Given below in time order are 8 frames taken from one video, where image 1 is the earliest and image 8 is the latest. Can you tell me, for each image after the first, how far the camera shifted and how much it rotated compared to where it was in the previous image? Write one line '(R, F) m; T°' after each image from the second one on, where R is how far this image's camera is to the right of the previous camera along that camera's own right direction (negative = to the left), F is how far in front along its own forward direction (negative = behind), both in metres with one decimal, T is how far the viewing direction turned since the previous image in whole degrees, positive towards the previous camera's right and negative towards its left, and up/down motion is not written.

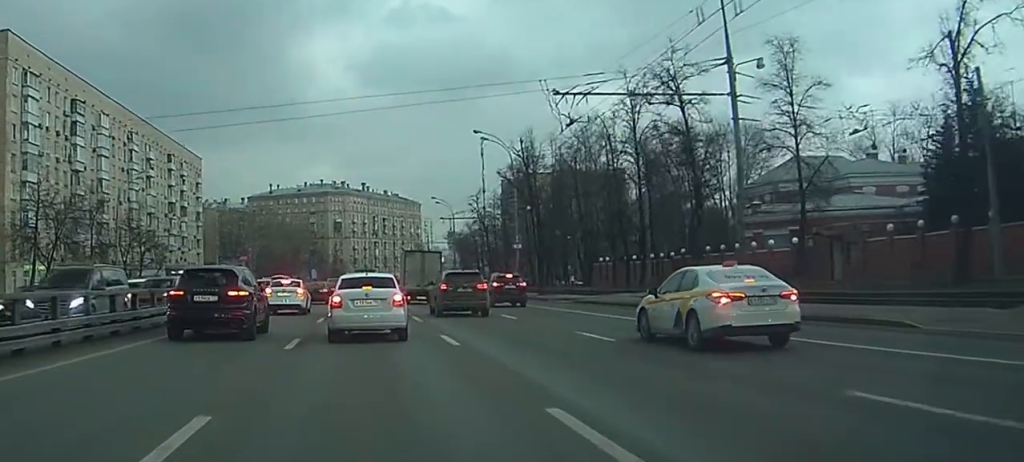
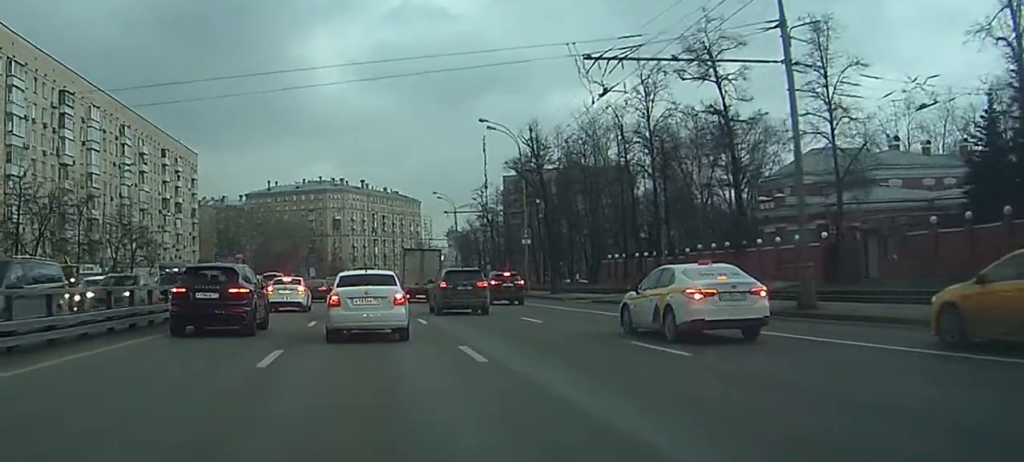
(0.0, +4.0) m; 0°
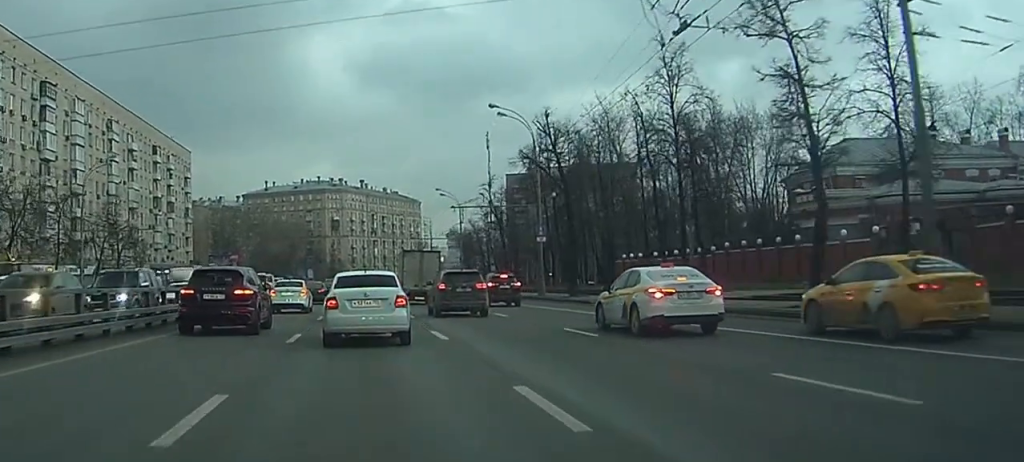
(0.0, +6.2) m; 0°
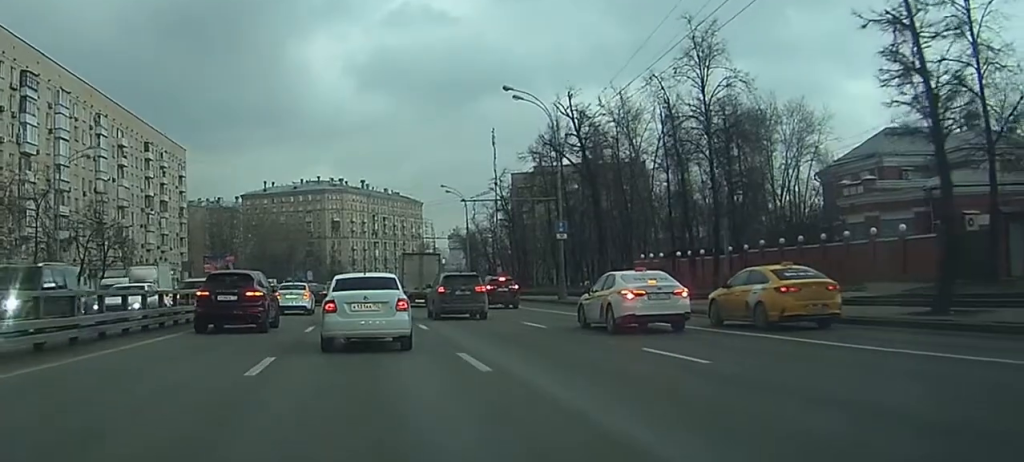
(0.0, +6.6) m; 0°
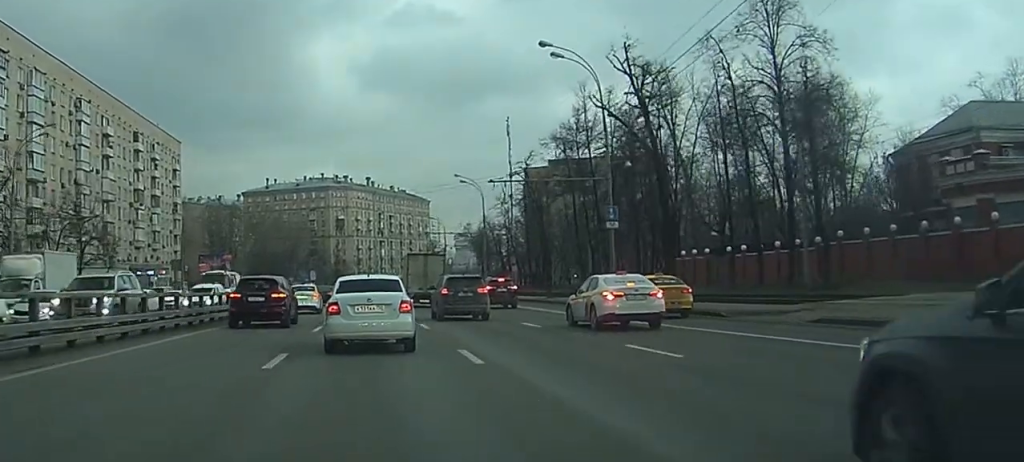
(-0.1, +11.2) m; -1°
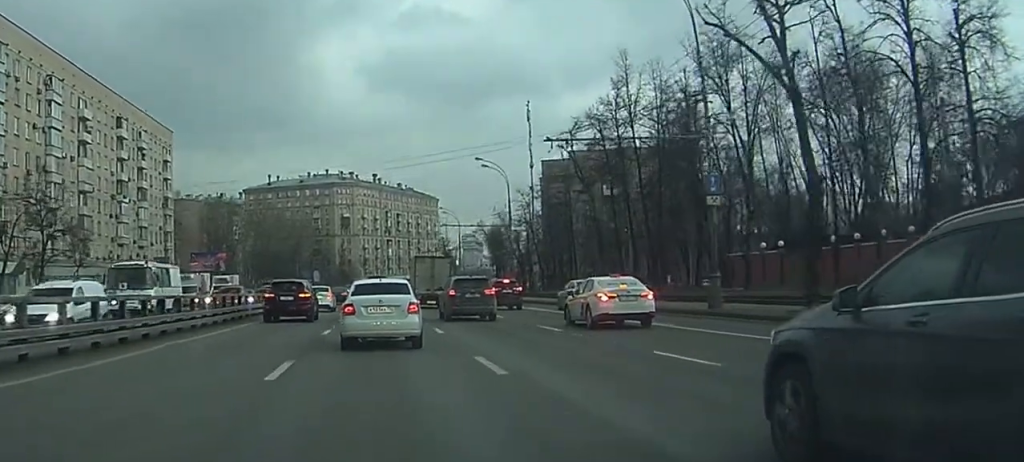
(0.0, +13.7) m; 0°
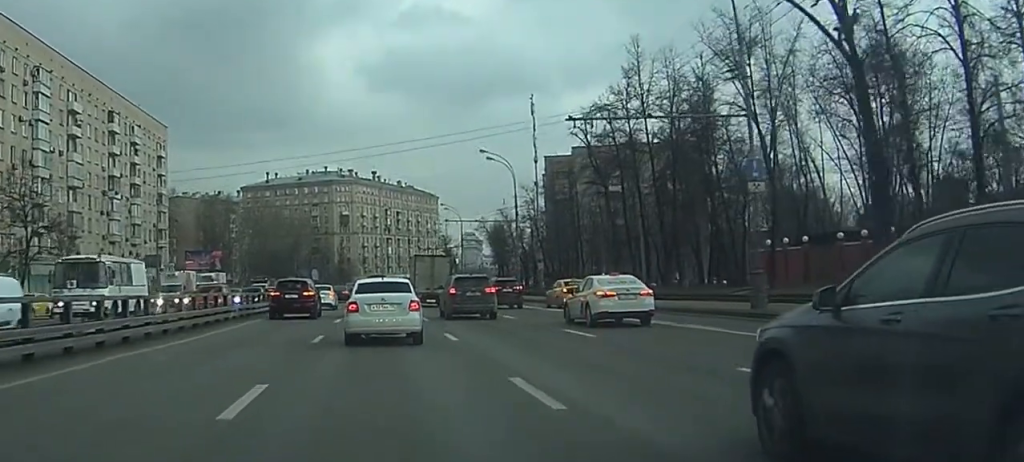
(0.0, +3.9) m; 0°
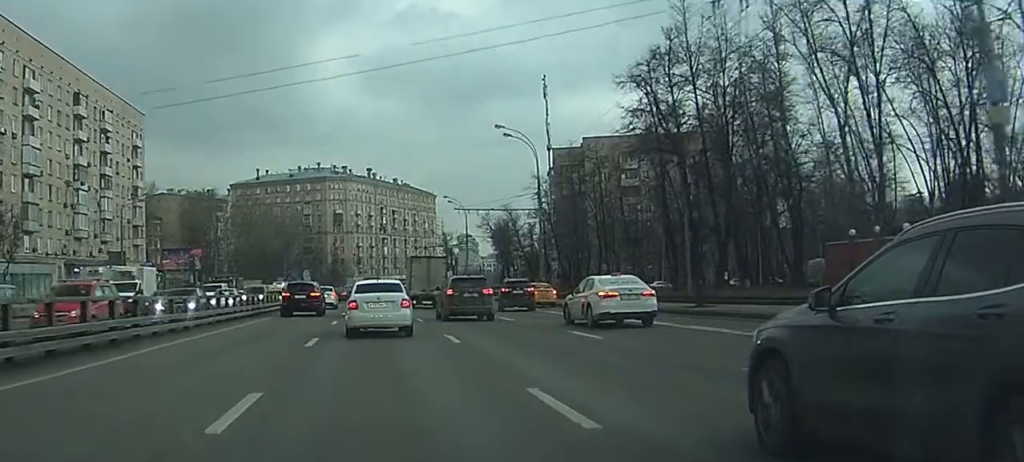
(0.0, +13.0) m; 0°
